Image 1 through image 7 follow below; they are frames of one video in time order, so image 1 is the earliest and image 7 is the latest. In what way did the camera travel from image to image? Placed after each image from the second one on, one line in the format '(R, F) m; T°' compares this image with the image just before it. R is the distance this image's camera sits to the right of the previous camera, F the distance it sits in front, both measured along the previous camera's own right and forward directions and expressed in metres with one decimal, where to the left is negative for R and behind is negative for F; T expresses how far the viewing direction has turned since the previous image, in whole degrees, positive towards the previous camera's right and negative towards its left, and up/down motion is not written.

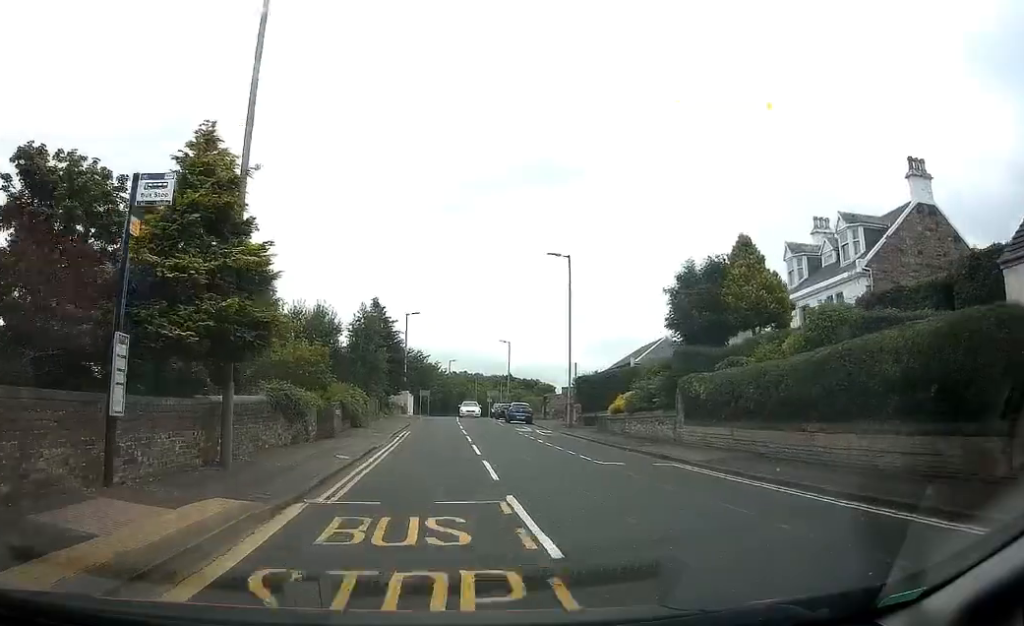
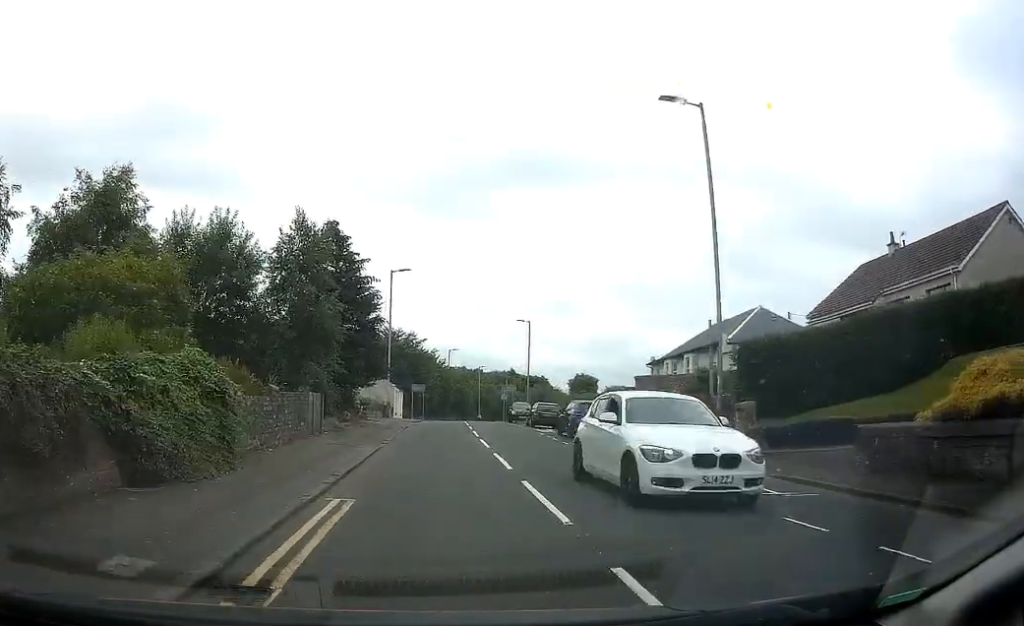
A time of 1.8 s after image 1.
(+0.6, +22.5) m; +3°
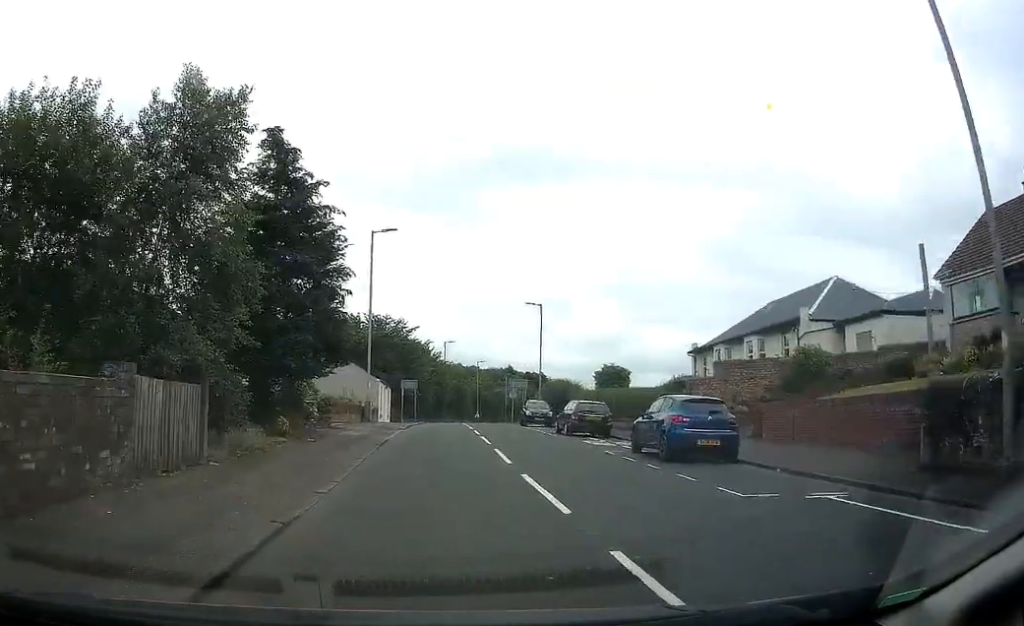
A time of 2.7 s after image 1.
(+0.1, +11.8) m; 0°
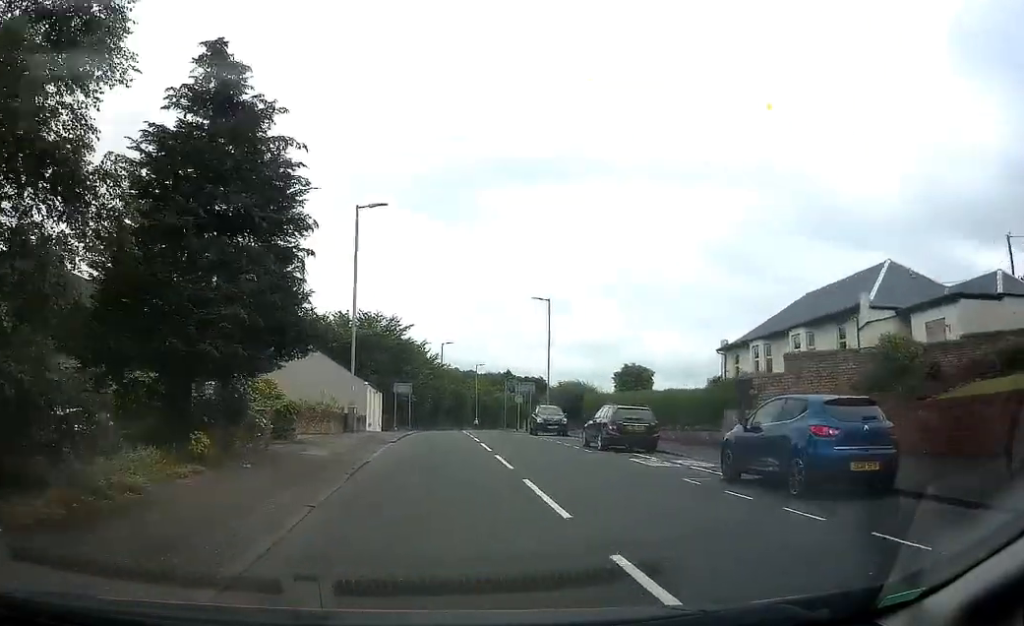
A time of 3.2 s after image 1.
(+0.2, +6.2) m; 0°
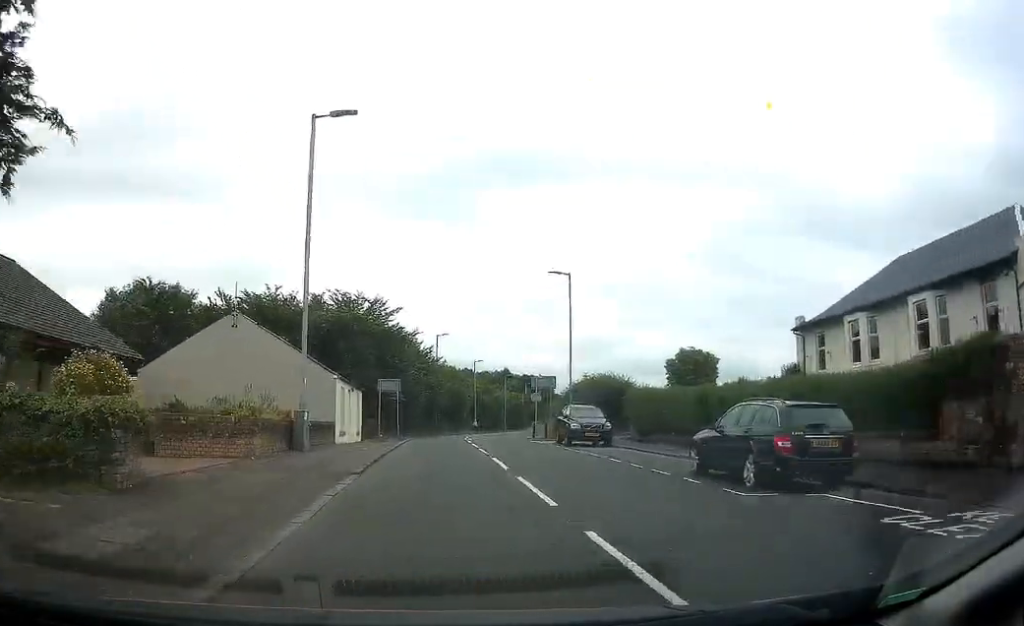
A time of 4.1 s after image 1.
(-0.4, +10.5) m; 0°
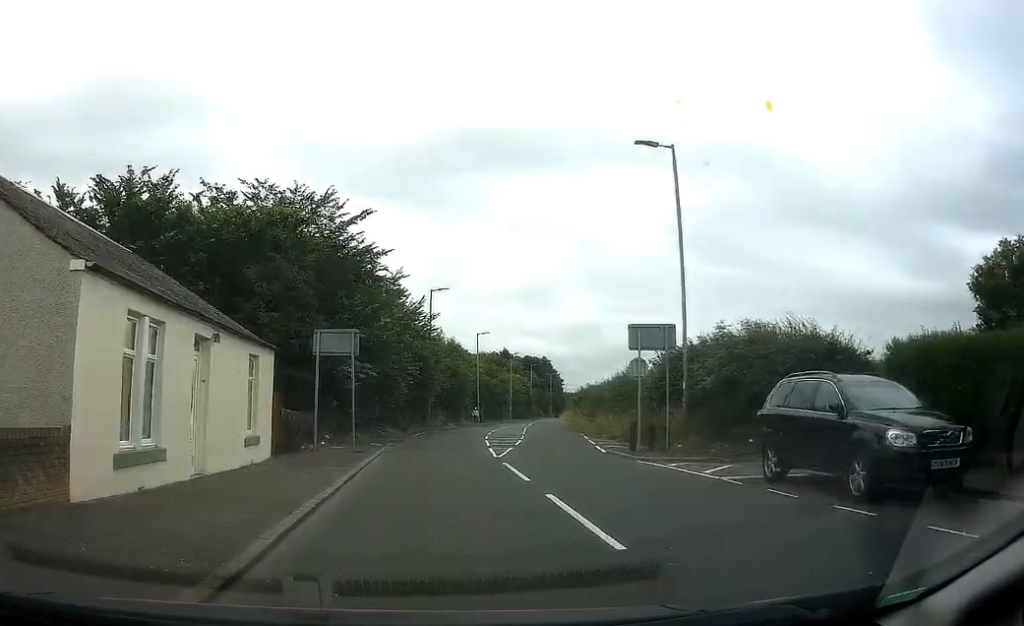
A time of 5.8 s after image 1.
(+0.7, +21.1) m; +3°
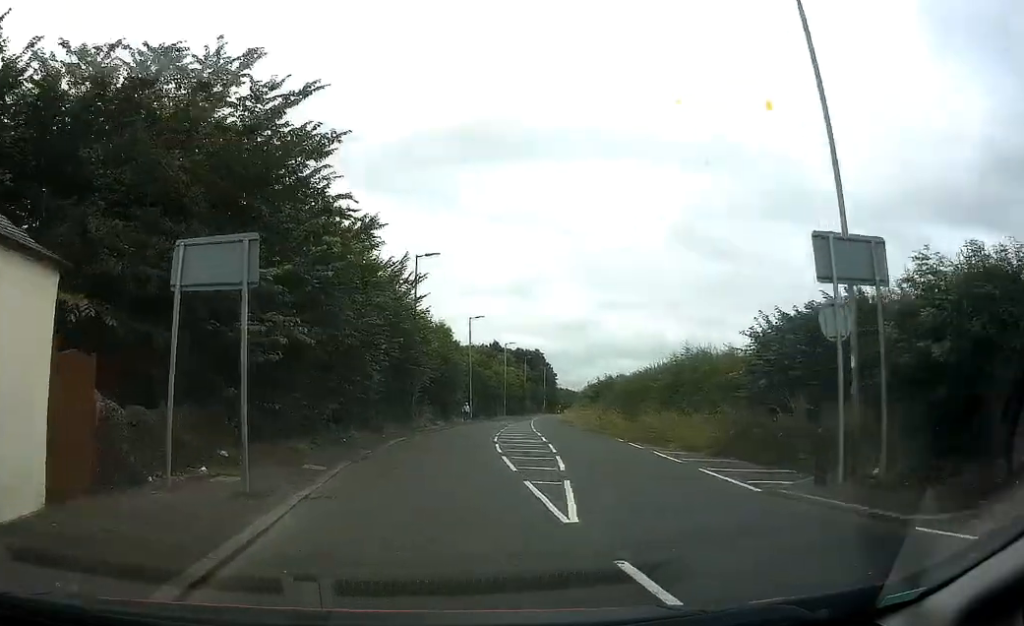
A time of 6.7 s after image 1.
(0.0, +10.8) m; 0°
